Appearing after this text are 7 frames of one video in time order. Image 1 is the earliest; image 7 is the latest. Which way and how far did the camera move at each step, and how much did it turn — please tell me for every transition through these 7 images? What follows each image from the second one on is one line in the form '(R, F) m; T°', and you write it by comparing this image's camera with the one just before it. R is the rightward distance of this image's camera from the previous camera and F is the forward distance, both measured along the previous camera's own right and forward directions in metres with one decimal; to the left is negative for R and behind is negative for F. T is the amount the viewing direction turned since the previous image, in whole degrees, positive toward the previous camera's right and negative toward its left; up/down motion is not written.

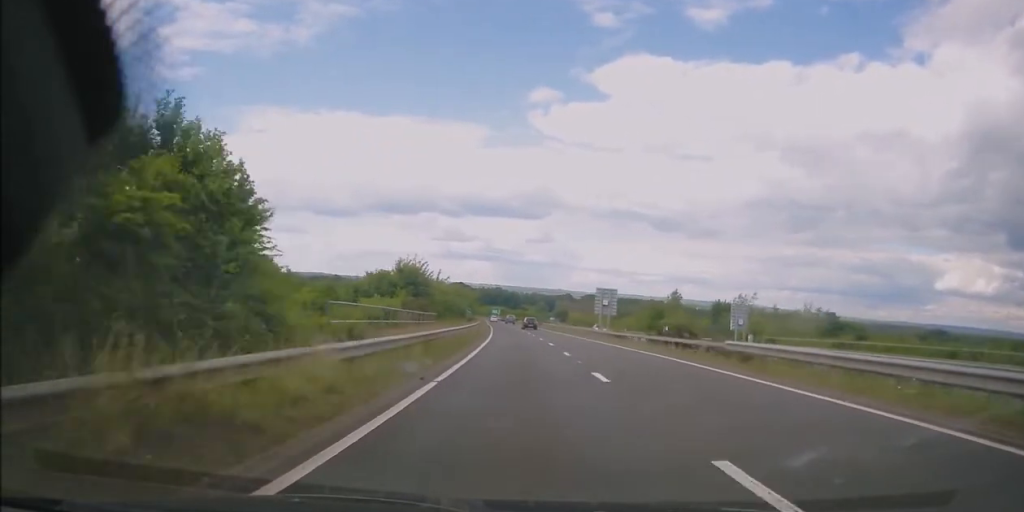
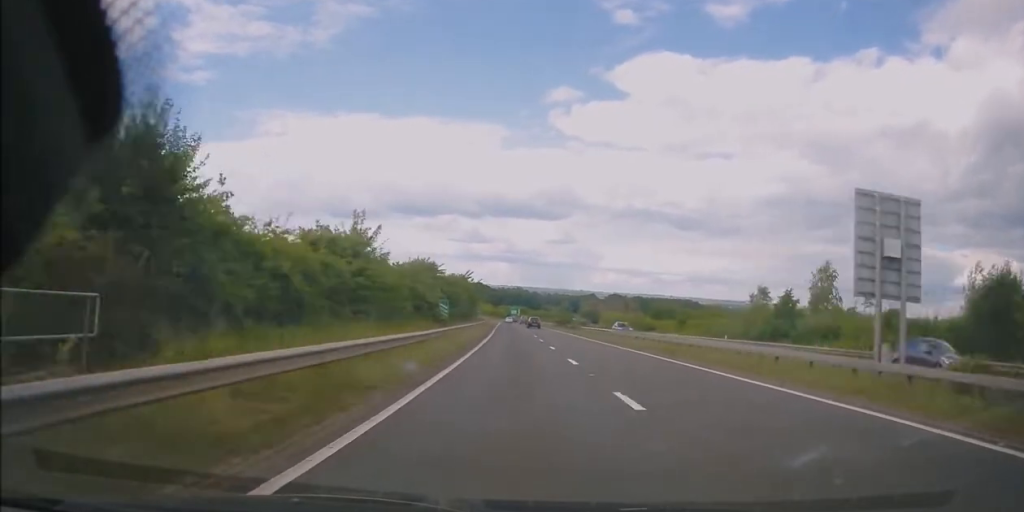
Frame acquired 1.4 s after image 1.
(-0.7, +39.3) m; -2°
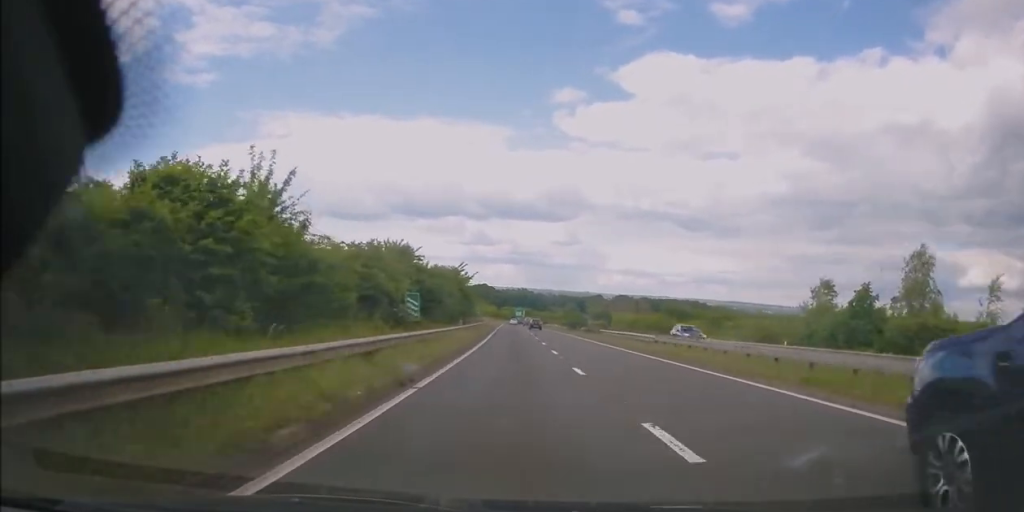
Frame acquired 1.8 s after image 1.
(-0.1, +12.2) m; -1°
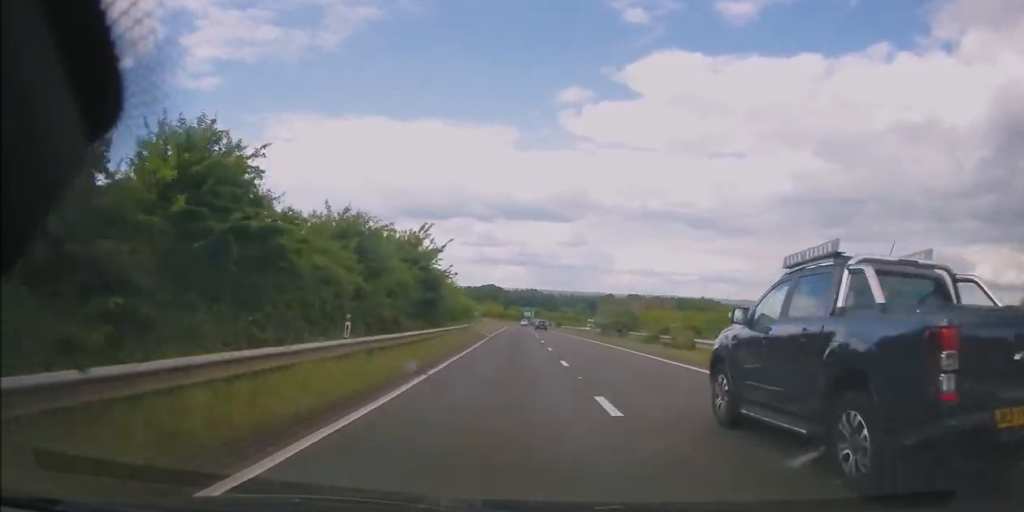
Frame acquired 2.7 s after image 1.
(-0.3, +24.5) m; -1°
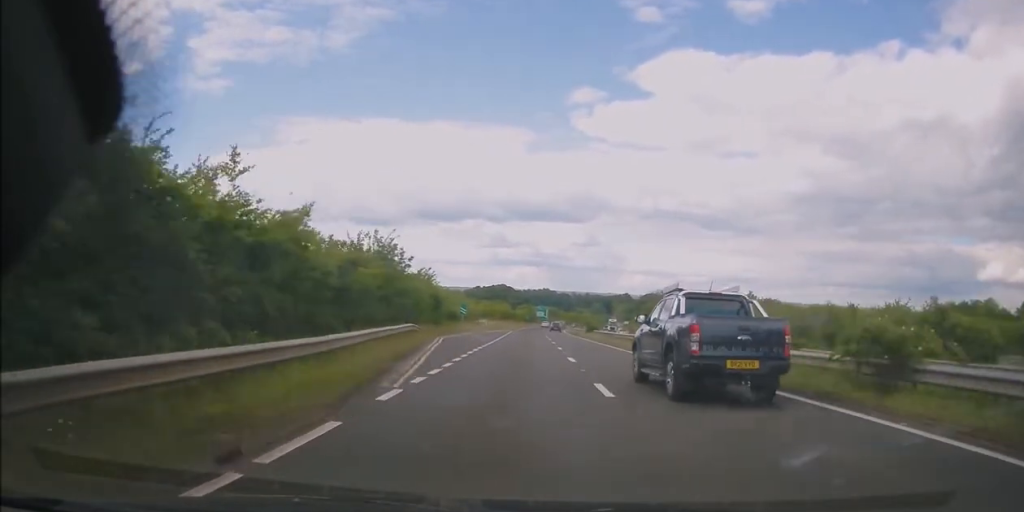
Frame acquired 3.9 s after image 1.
(-0.1, +33.8) m; -1°
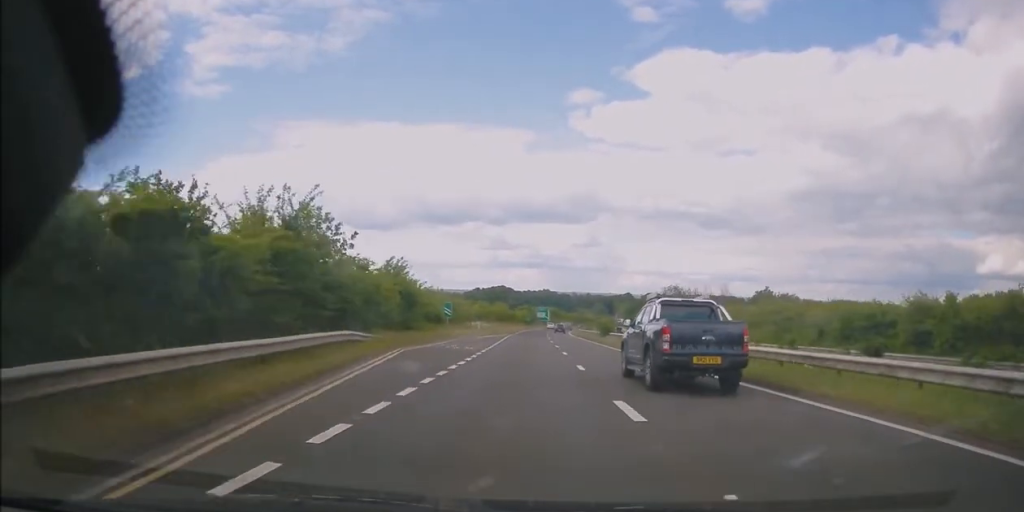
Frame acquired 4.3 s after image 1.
(0.0, +11.2) m; 0°
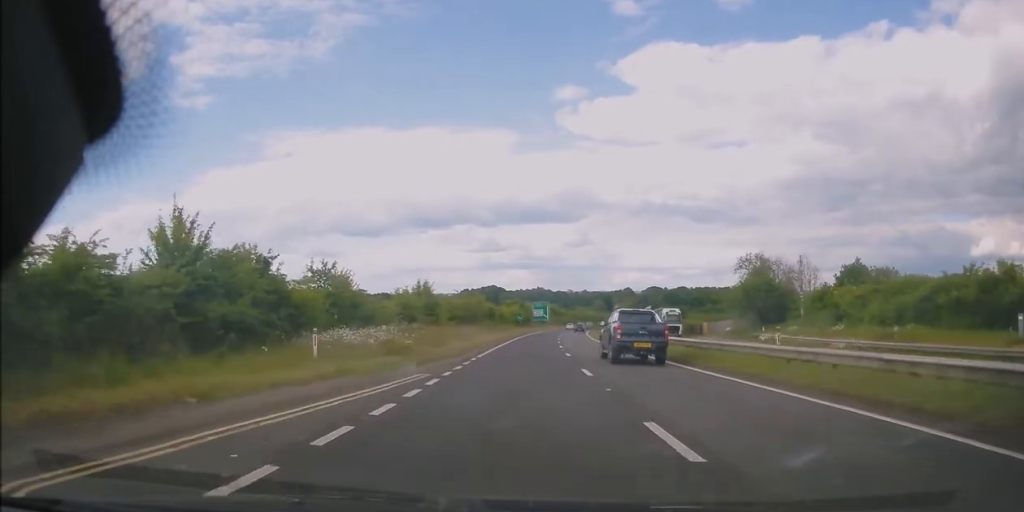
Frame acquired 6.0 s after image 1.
(+0.6, +47.8) m; +1°
